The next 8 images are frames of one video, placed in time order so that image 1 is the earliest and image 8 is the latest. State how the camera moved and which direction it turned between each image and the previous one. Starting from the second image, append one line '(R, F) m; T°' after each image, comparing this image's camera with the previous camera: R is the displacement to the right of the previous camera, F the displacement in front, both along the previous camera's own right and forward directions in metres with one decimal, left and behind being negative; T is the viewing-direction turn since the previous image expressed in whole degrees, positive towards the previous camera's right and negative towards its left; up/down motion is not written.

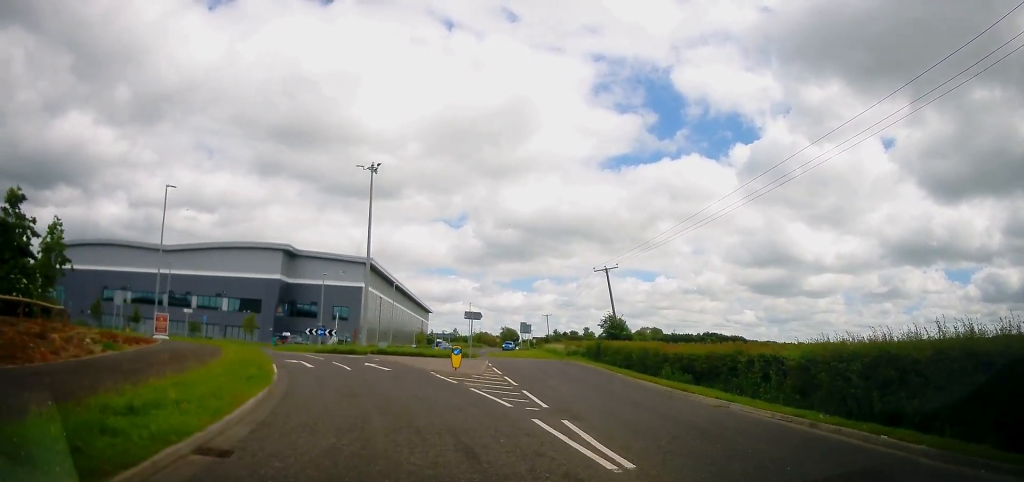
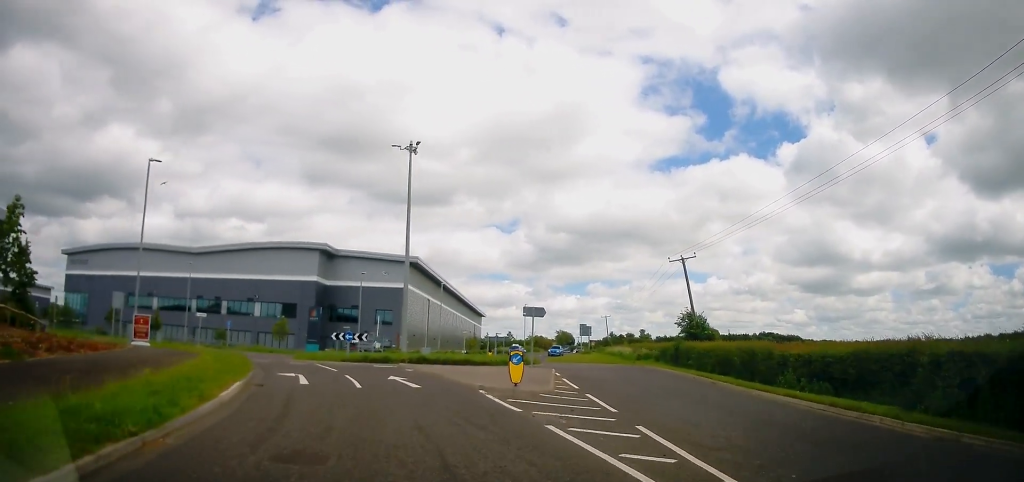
(-0.3, +6.9) m; -2°
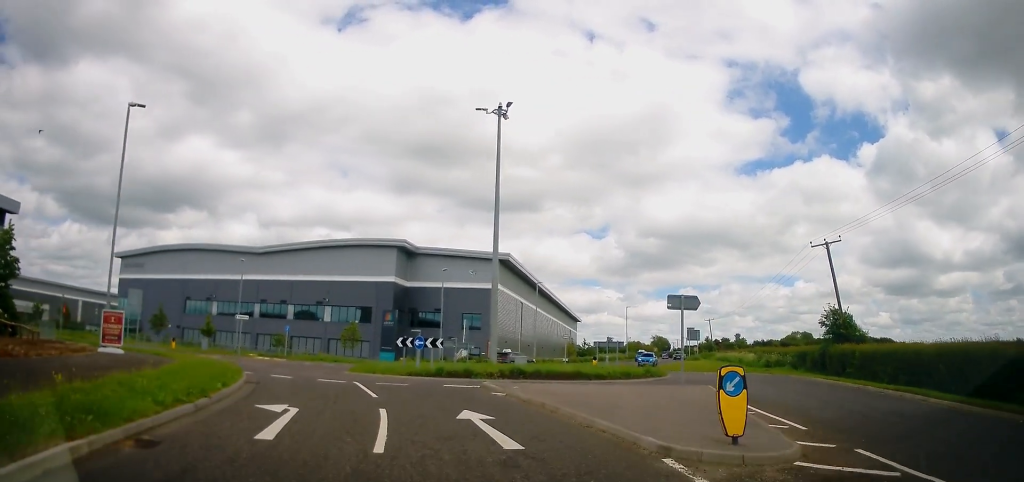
(+0.1, +8.4) m; -8°
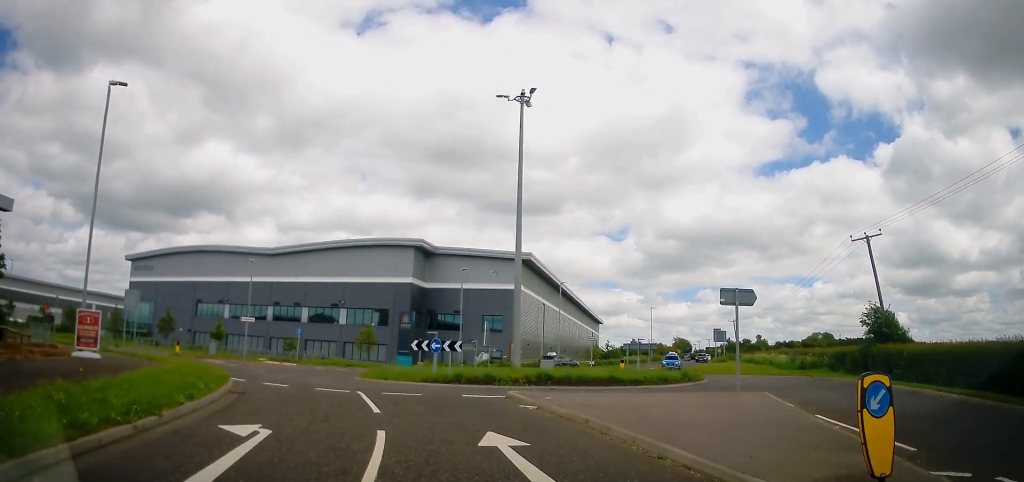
(-0.2, +2.3) m; -3°
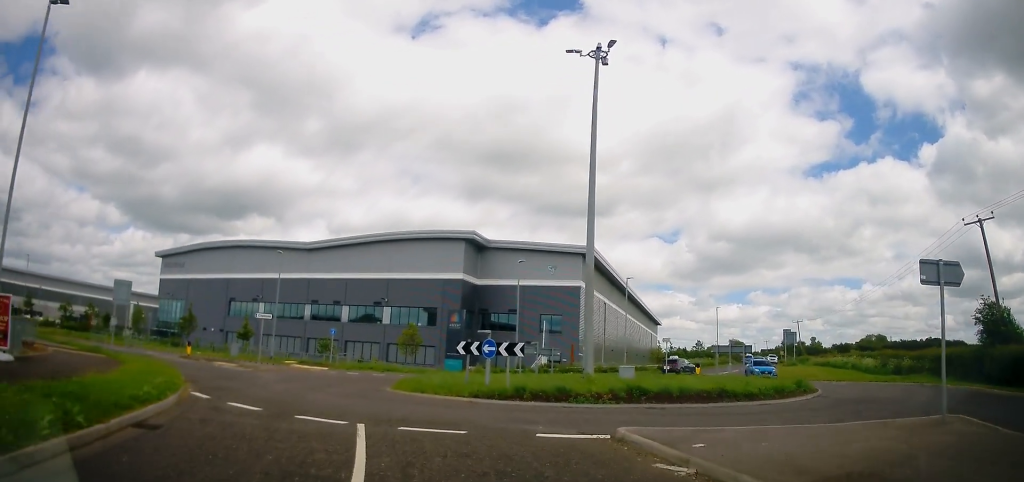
(-0.6, +5.8) m; -7°
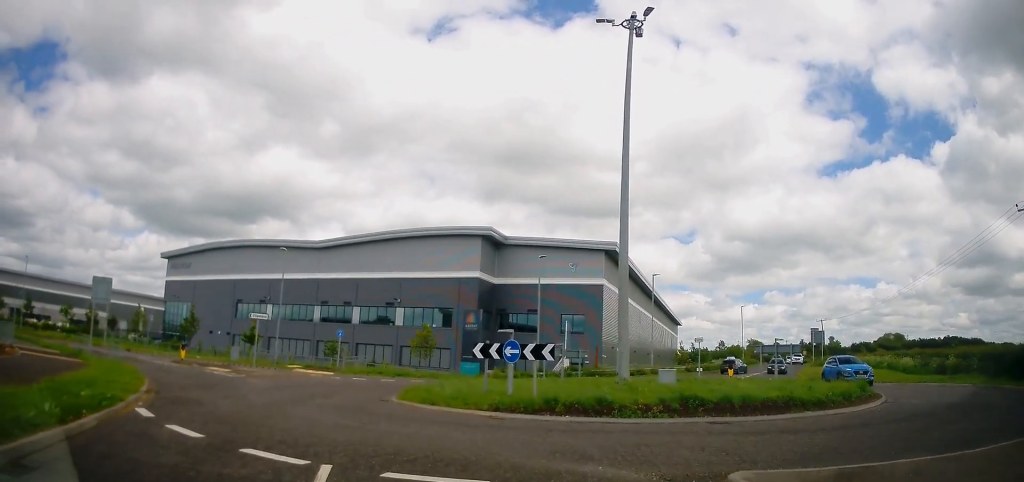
(-0.1, +3.0) m; -4°
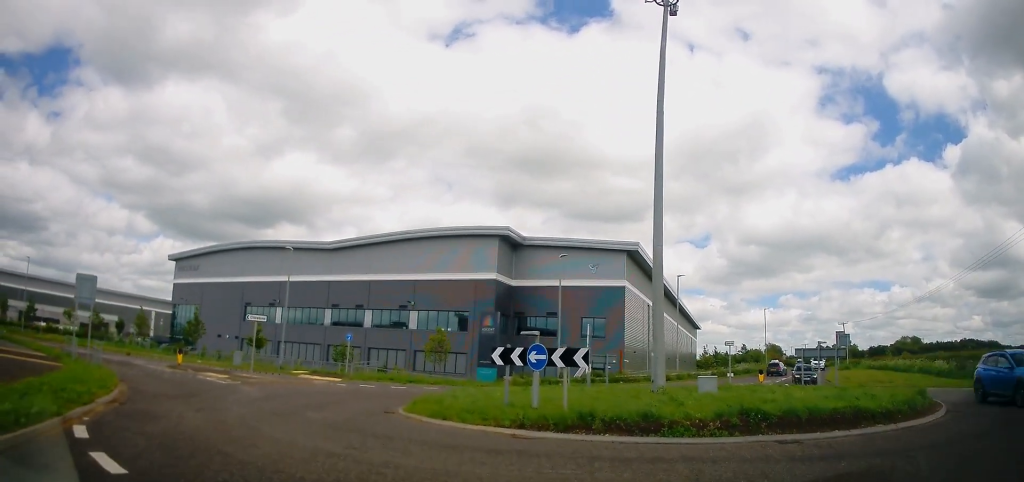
(0.0, +2.4) m; -1°
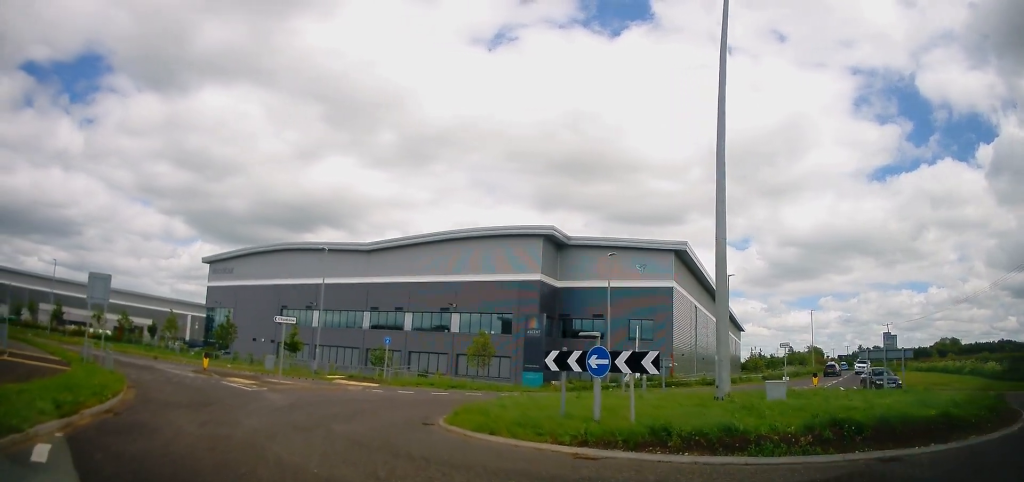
(0.0, +1.9) m; -2°
